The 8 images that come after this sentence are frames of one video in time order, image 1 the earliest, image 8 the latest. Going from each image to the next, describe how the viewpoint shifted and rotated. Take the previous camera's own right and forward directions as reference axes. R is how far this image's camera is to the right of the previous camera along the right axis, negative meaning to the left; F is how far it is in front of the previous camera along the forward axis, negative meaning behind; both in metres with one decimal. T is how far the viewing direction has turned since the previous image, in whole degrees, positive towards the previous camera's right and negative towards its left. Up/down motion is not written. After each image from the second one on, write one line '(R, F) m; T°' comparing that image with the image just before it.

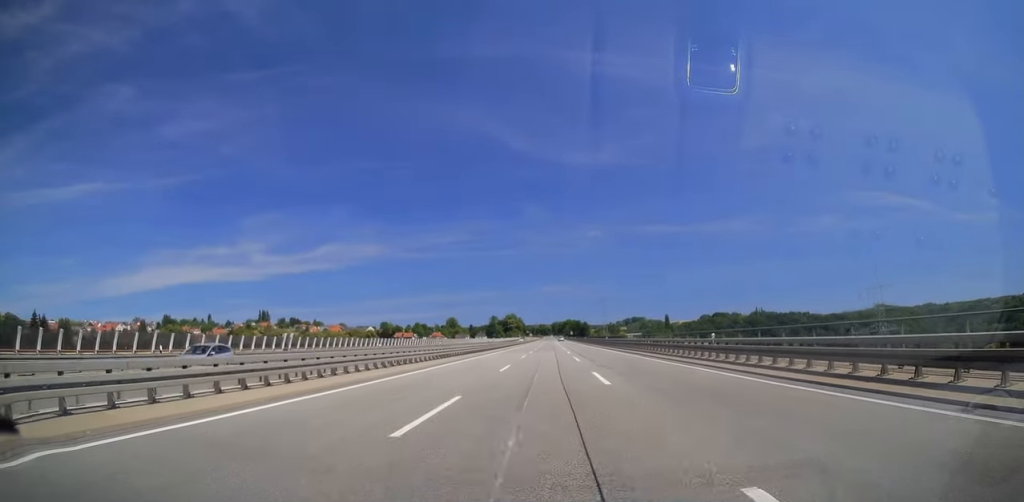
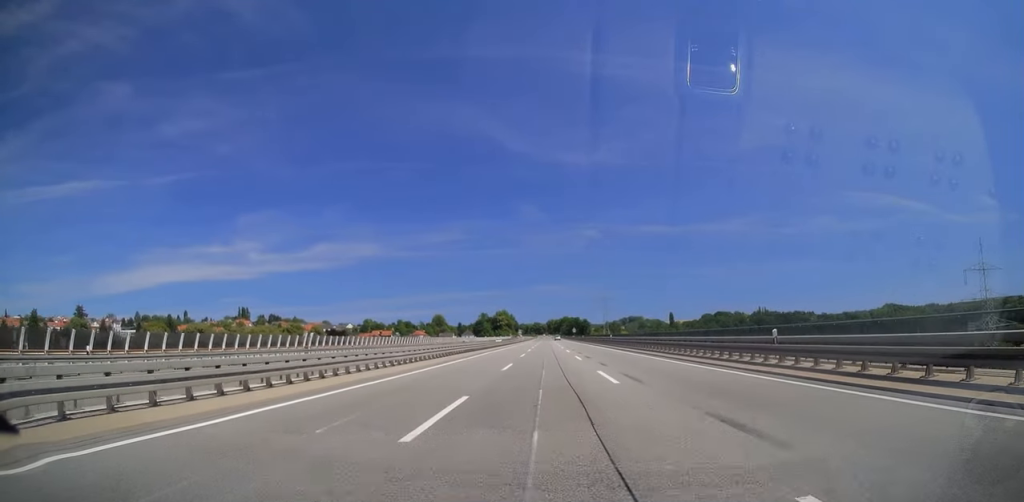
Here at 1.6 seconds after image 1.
(+0.5, +54.8) m; +1°
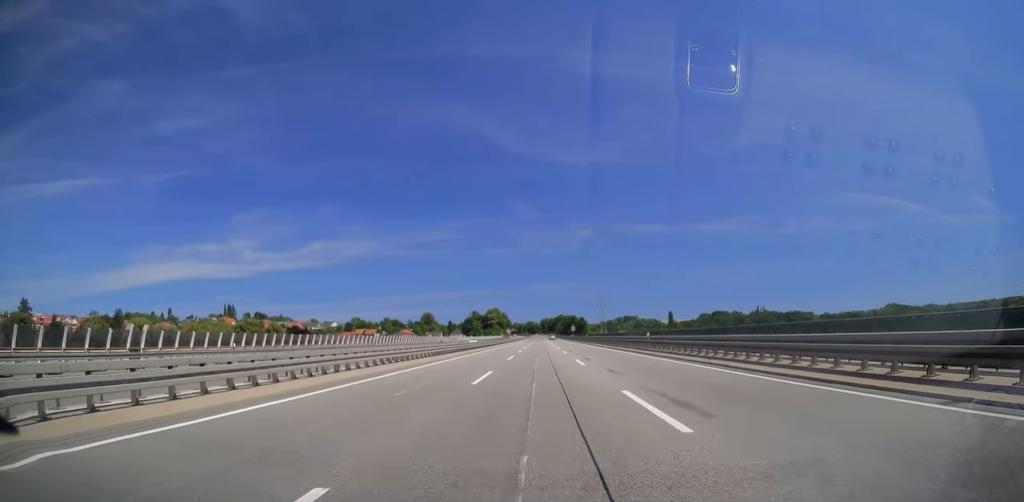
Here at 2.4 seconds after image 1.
(0.0, +26.9) m; 0°
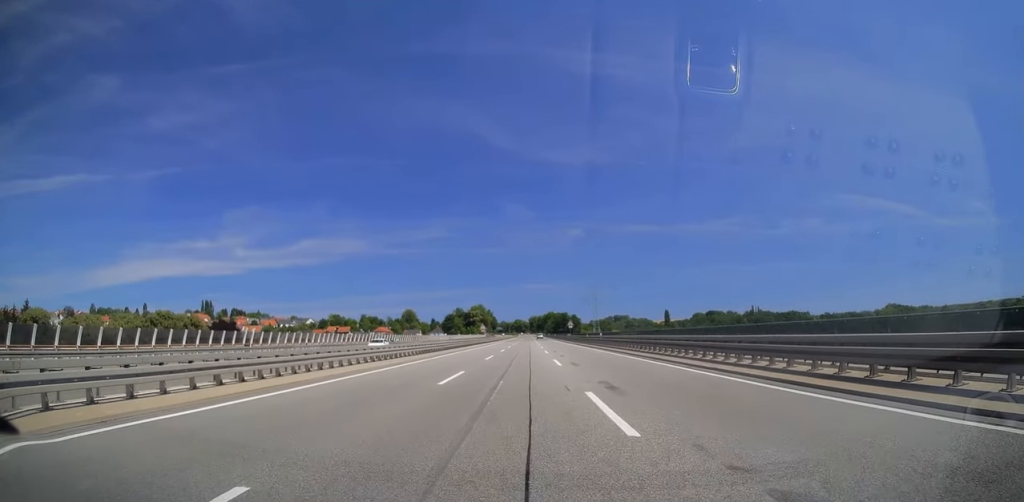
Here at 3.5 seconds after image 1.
(+0.1, +36.6) m; +1°
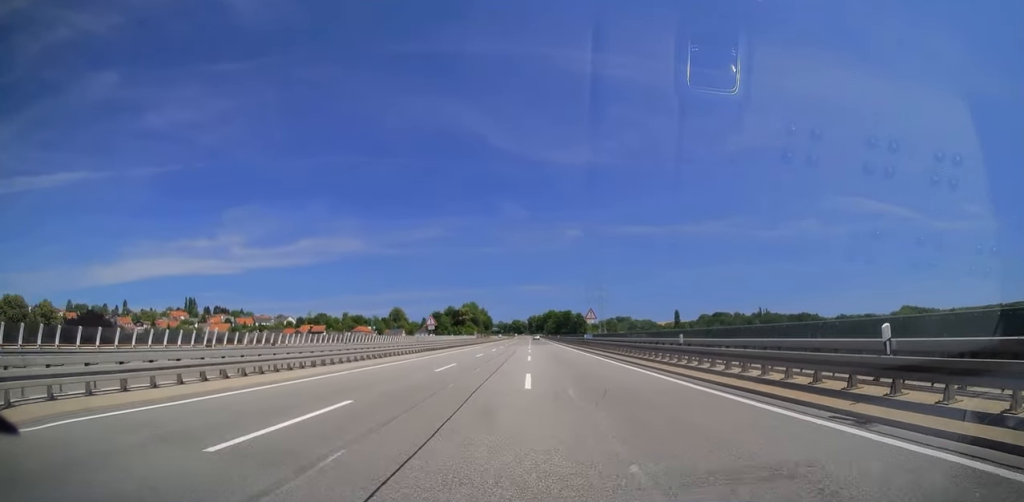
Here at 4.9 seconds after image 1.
(+0.4, +47.2) m; 0°
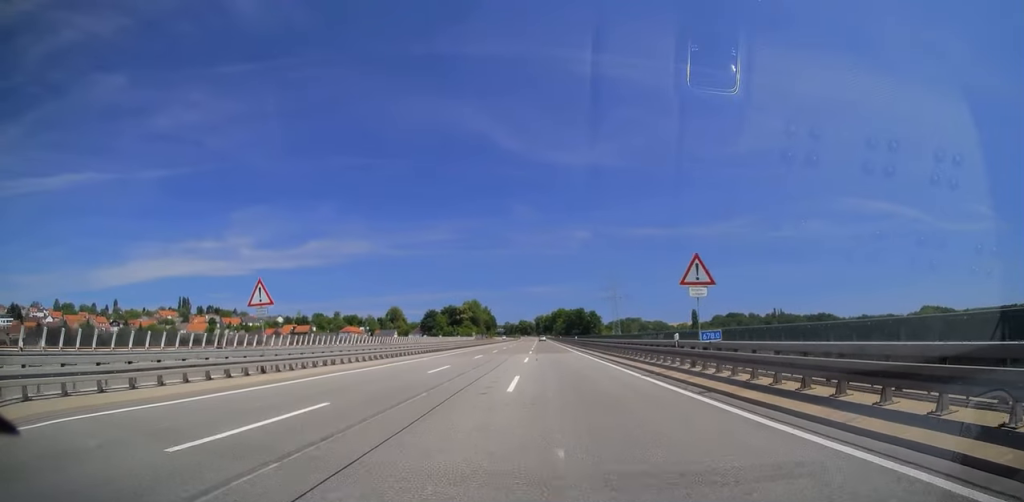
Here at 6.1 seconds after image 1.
(0.0, +37.0) m; 0°
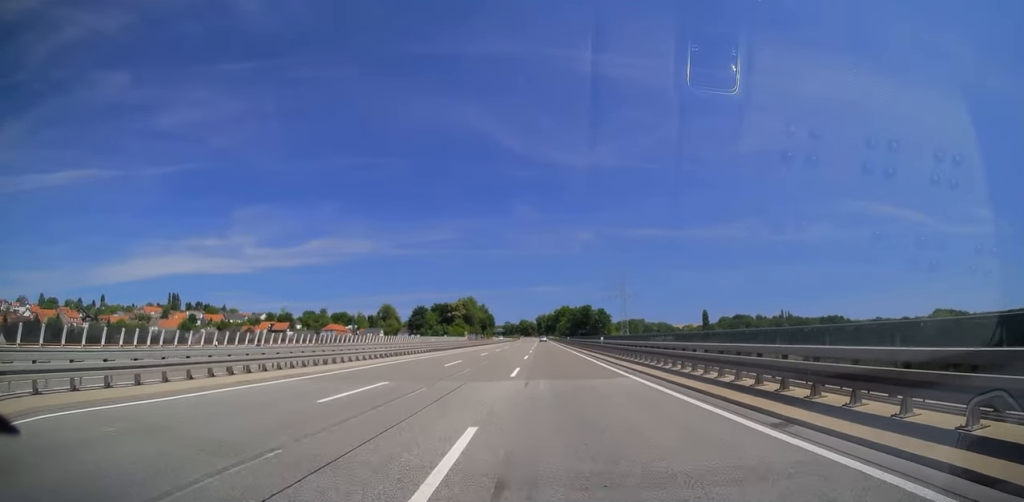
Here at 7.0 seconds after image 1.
(-0.1, +30.5) m; 0°
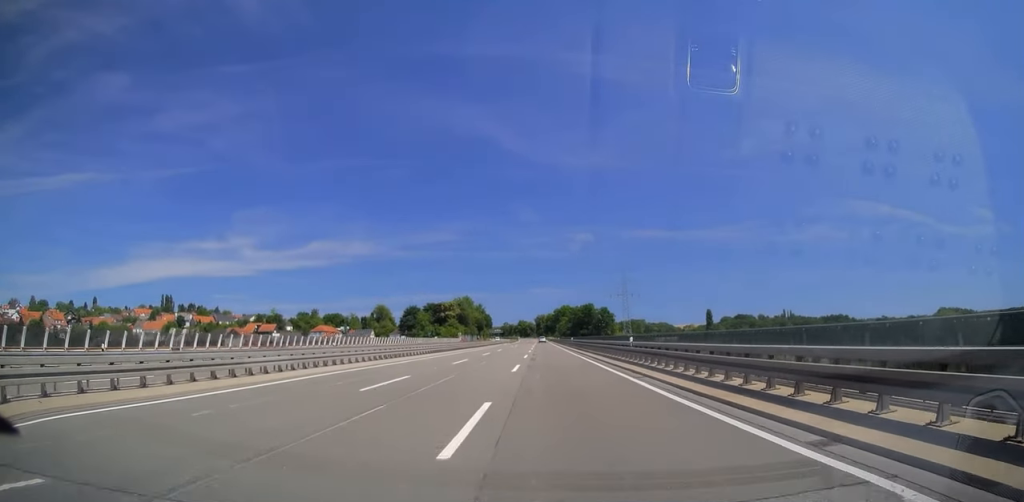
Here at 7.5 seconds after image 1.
(-0.2, +14.3) m; 0°
